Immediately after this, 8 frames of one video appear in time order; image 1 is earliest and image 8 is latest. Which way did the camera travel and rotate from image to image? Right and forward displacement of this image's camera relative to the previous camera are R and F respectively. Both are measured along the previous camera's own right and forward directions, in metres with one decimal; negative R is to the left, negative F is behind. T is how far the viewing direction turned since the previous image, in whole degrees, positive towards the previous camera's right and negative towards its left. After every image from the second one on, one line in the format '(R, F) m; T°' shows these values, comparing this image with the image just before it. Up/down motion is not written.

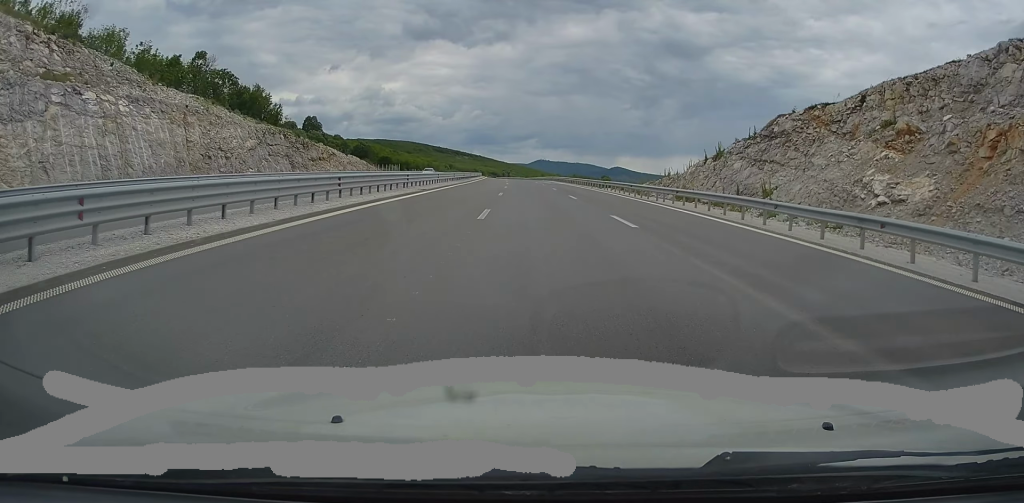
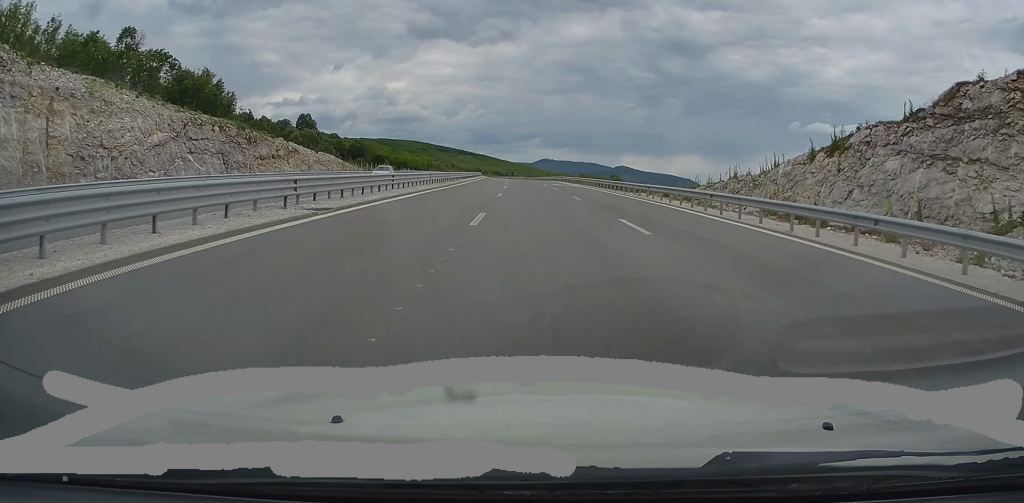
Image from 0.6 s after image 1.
(0.0, +16.1) m; 0°
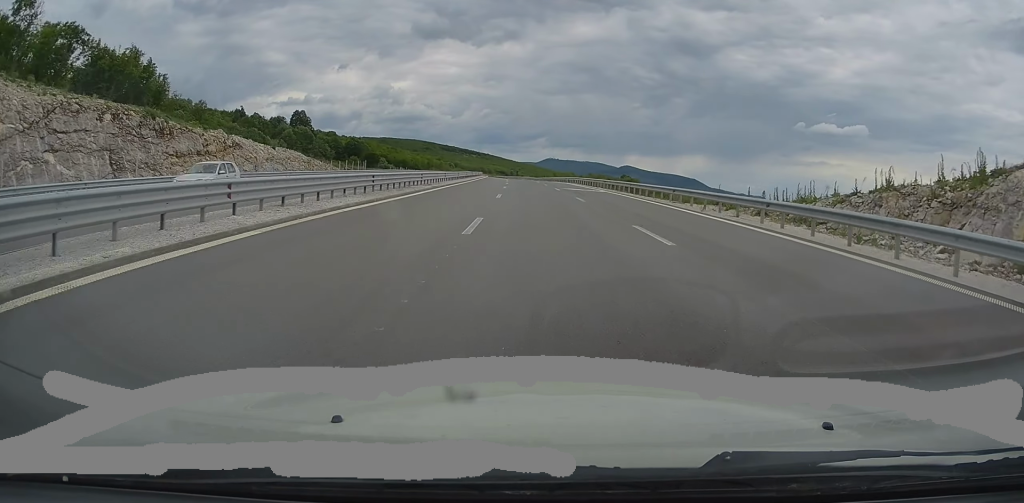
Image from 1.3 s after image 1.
(0.0, +19.0) m; 0°
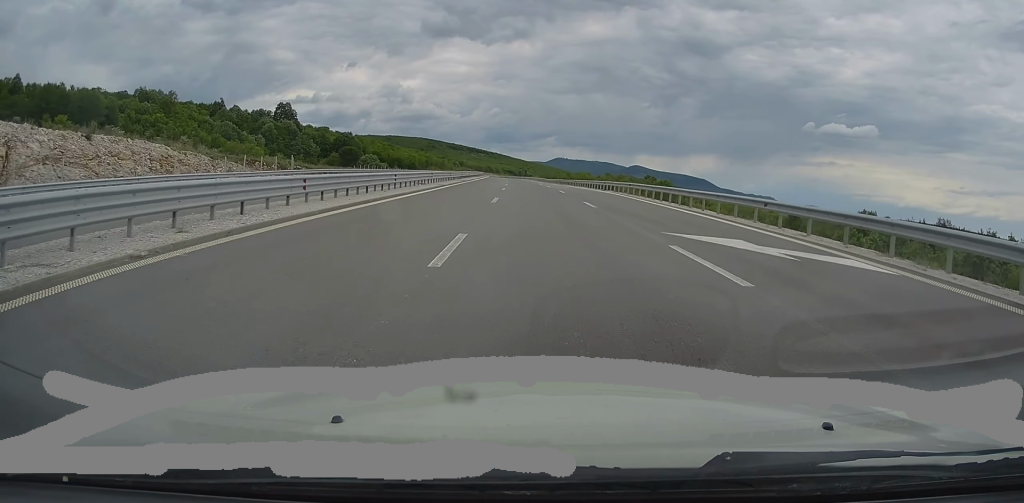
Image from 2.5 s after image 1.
(0.0, +36.1) m; 0°
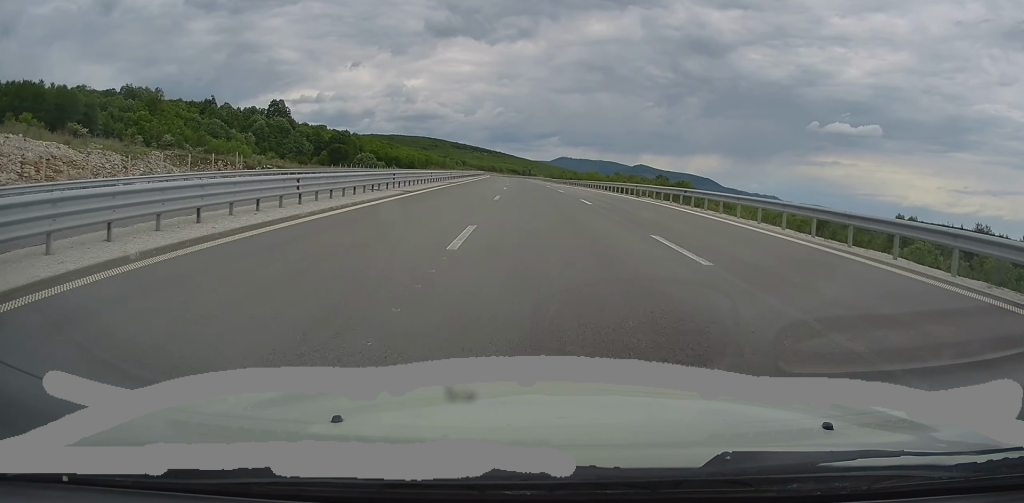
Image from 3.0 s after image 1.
(0.0, +14.0) m; 0°
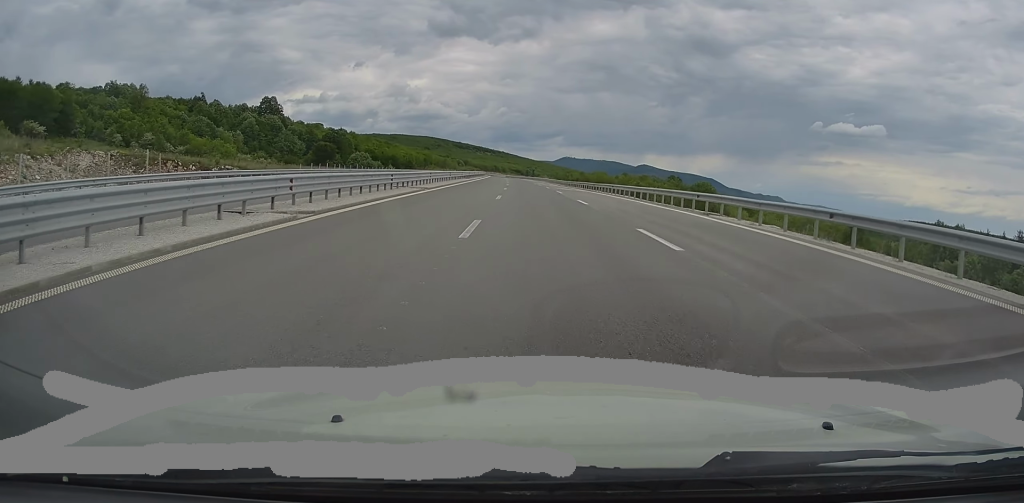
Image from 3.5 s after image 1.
(+0.1, +14.0) m; 0°
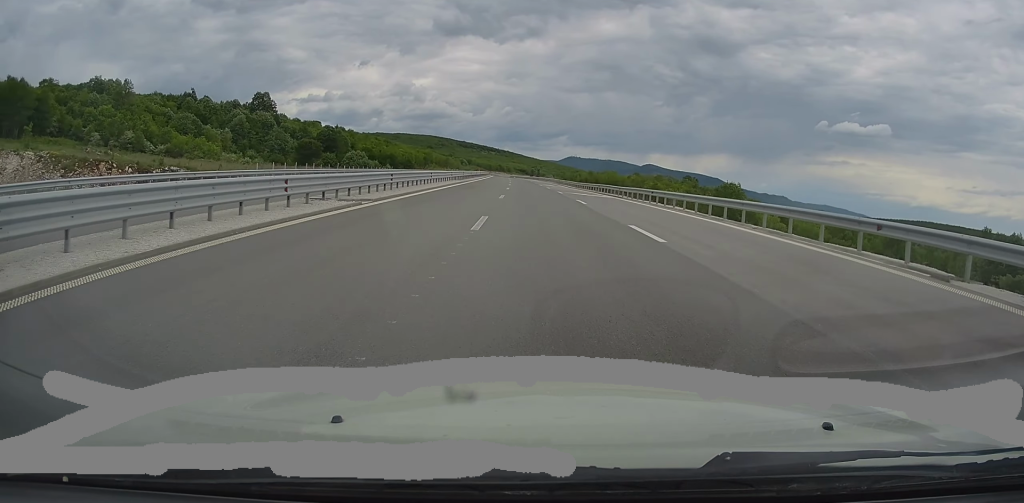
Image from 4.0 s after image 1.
(-0.2, +13.2) m; -1°
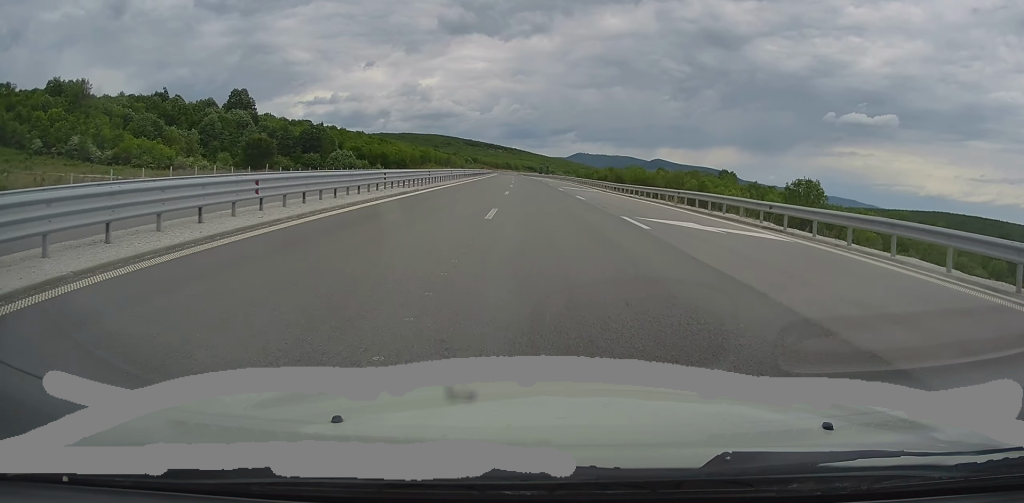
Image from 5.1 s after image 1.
(-0.5, +25.7) m; -2°
